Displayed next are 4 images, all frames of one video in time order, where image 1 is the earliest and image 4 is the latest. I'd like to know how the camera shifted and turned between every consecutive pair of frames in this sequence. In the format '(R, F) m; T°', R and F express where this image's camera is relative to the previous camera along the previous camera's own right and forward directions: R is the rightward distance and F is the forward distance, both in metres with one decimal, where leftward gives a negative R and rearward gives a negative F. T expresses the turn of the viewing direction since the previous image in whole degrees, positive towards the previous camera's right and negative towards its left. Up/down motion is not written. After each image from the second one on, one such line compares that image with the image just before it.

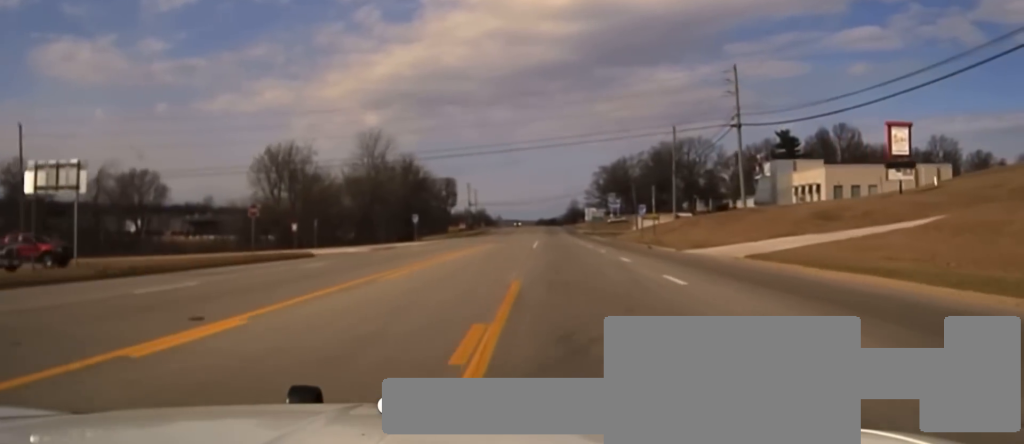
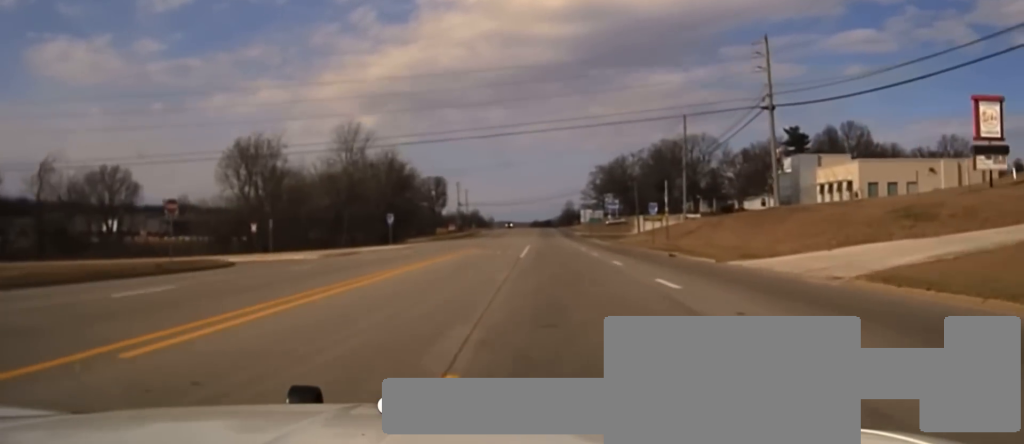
(+0.1, +12.2) m; +1°
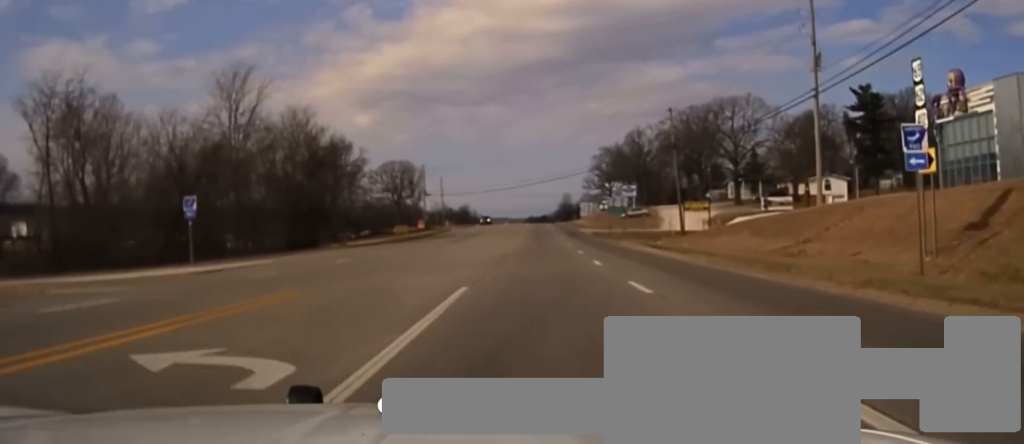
(+0.4, +49.1) m; +1°
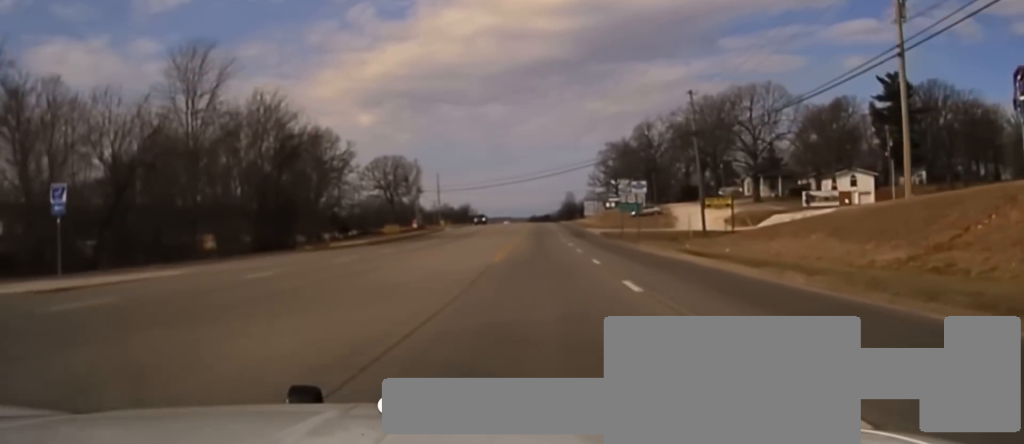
(+0.4, +11.8) m; 0°
